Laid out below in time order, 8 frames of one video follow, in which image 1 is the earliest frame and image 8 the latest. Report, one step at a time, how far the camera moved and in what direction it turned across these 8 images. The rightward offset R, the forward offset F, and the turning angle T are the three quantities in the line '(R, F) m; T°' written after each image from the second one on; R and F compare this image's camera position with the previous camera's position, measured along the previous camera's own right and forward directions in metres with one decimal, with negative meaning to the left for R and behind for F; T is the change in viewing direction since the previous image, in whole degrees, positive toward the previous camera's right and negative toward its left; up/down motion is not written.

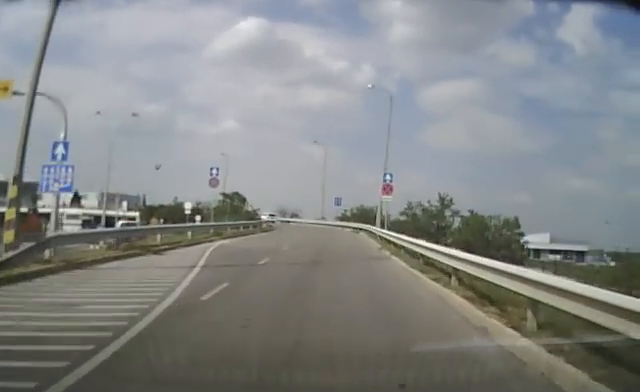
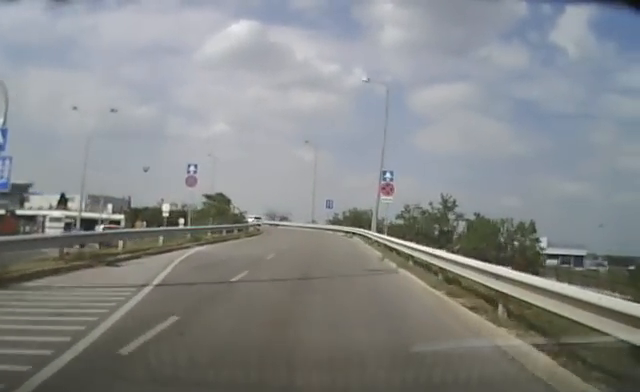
(+0.1, +3.0) m; +1°
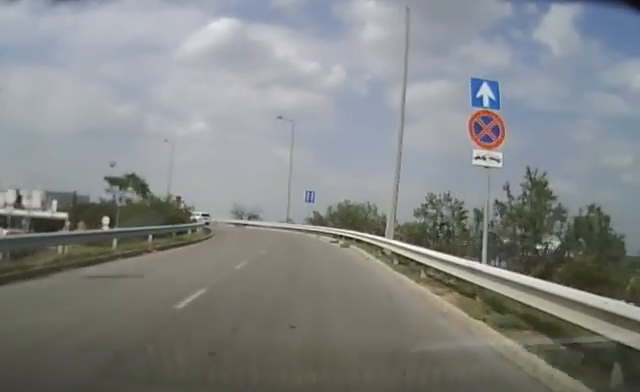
(-0.2, +14.4) m; -1°
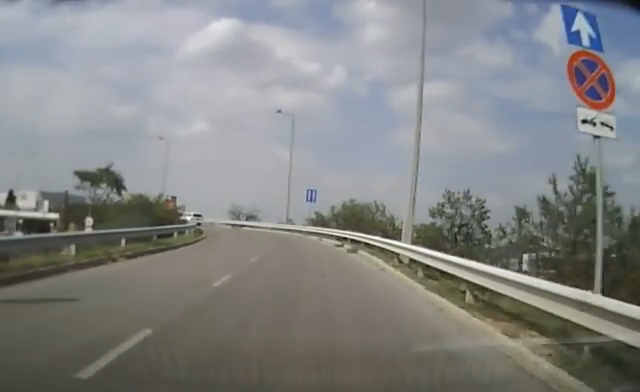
(0.0, +2.8) m; 0°
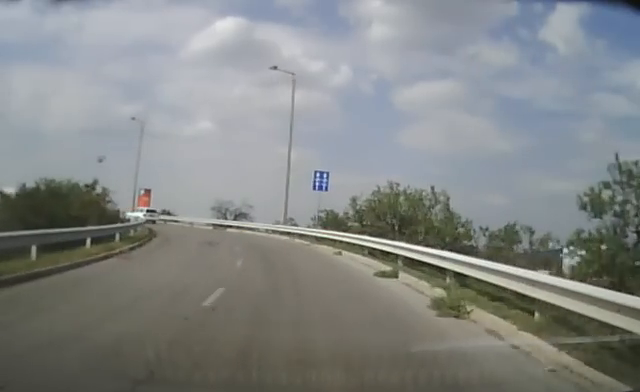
(+0.2, +12.8) m; +1°
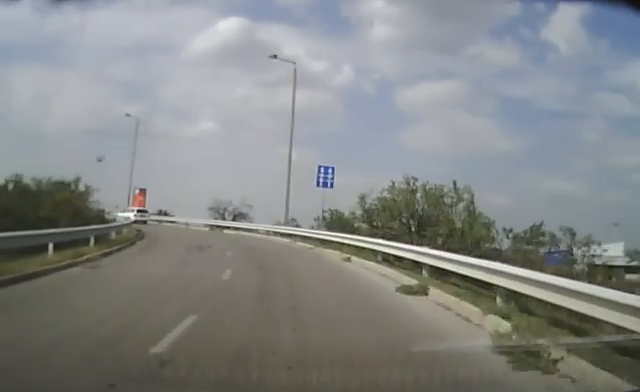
(0.0, +2.4) m; 0°
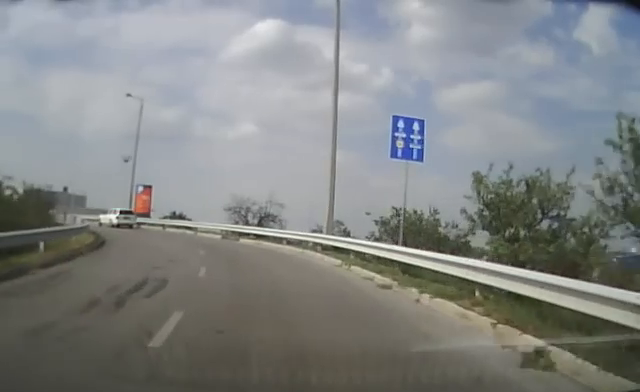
(-0.3, +10.9) m; -4°
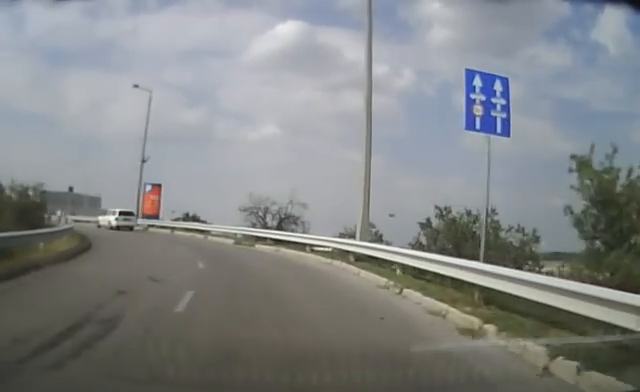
(-0.1, +4.0) m; -2°
